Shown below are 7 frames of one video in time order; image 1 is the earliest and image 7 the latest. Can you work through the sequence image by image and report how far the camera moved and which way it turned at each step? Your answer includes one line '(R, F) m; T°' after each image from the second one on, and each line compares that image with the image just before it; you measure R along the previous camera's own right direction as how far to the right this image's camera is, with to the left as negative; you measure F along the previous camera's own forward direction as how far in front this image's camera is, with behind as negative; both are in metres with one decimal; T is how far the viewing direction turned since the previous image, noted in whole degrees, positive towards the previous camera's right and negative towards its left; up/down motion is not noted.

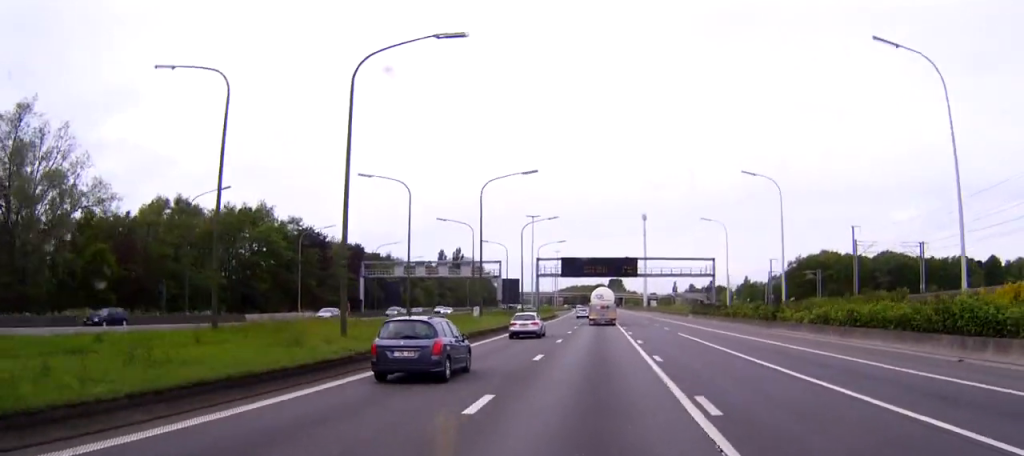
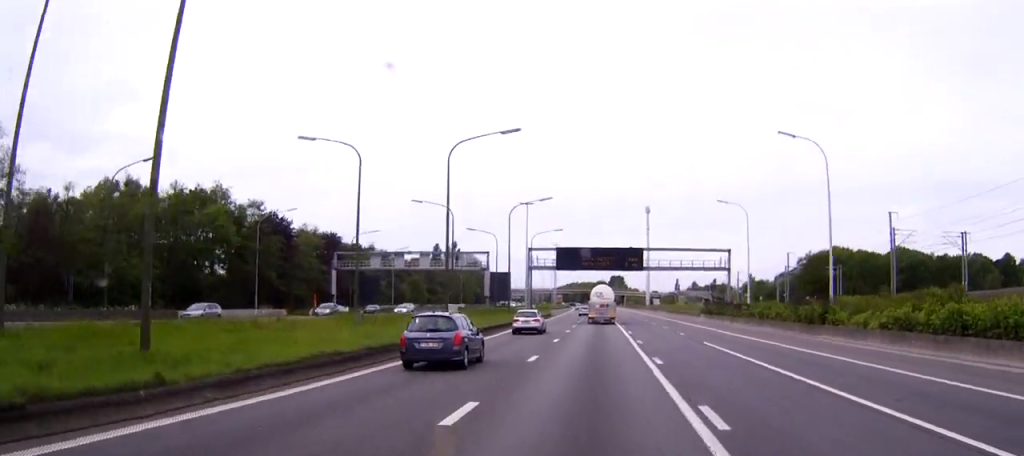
(0.0, +13.4) m; 0°
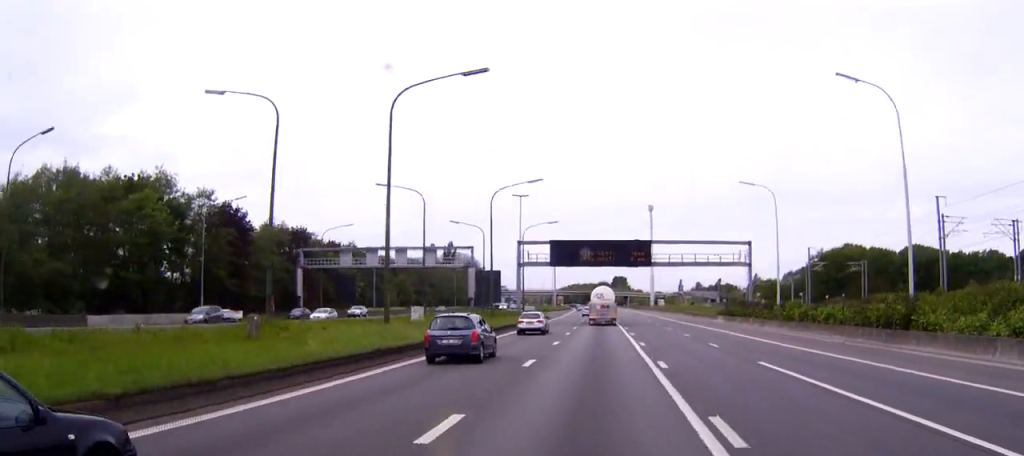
(0.0, +13.4) m; 0°
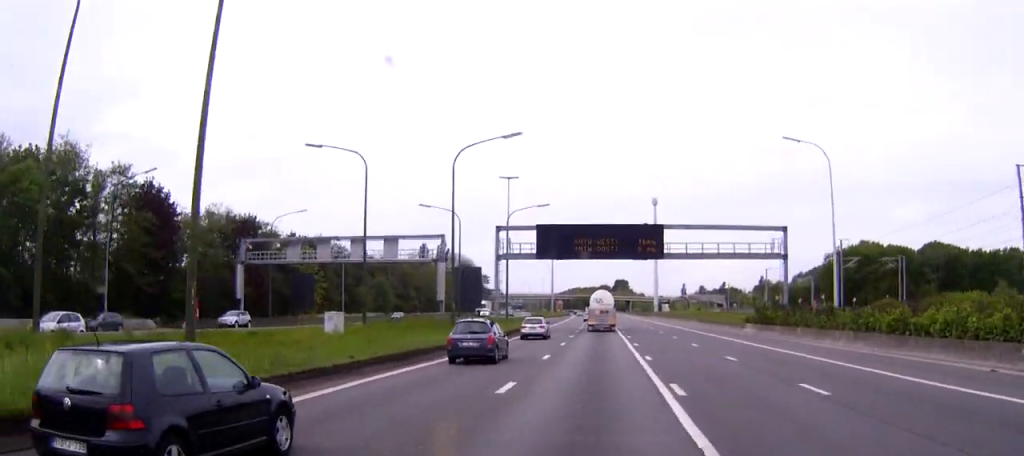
(-0.1, +17.1) m; 0°
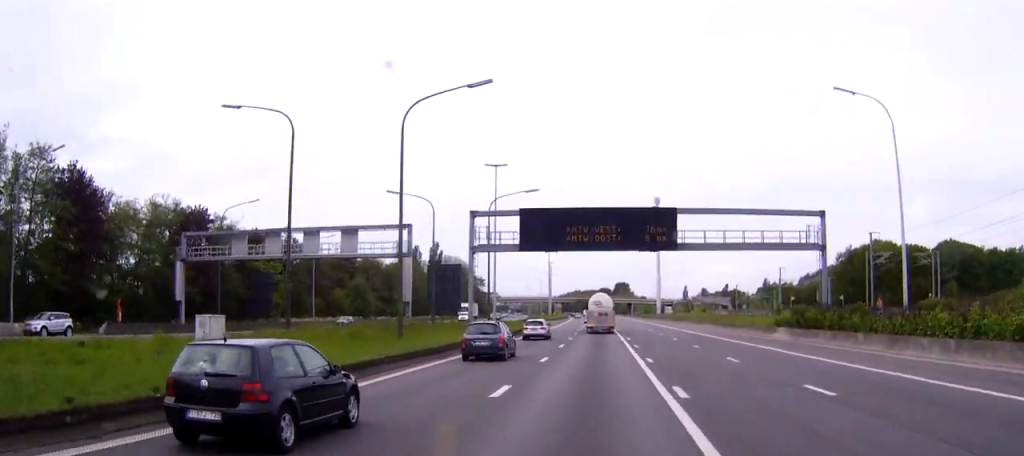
(0.0, +12.5) m; 0°
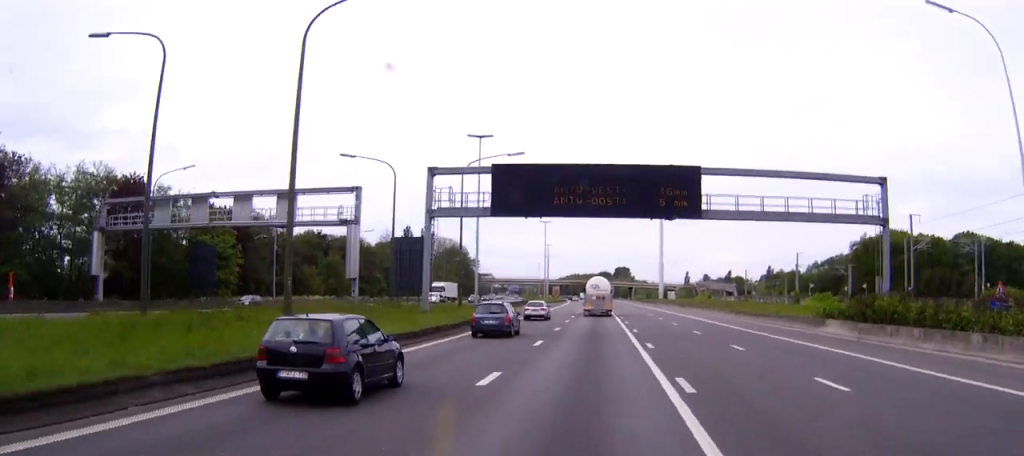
(0.0, +13.1) m; 0°
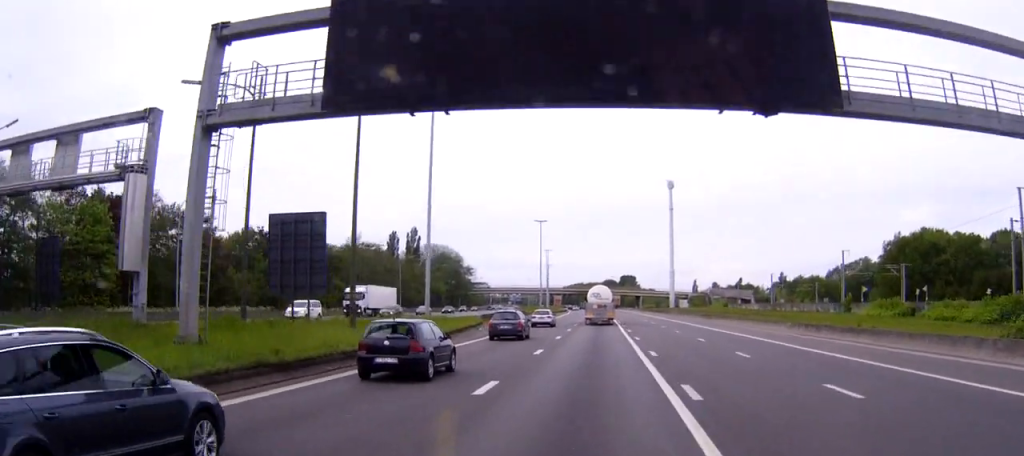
(0.0, +23.7) m; 0°
